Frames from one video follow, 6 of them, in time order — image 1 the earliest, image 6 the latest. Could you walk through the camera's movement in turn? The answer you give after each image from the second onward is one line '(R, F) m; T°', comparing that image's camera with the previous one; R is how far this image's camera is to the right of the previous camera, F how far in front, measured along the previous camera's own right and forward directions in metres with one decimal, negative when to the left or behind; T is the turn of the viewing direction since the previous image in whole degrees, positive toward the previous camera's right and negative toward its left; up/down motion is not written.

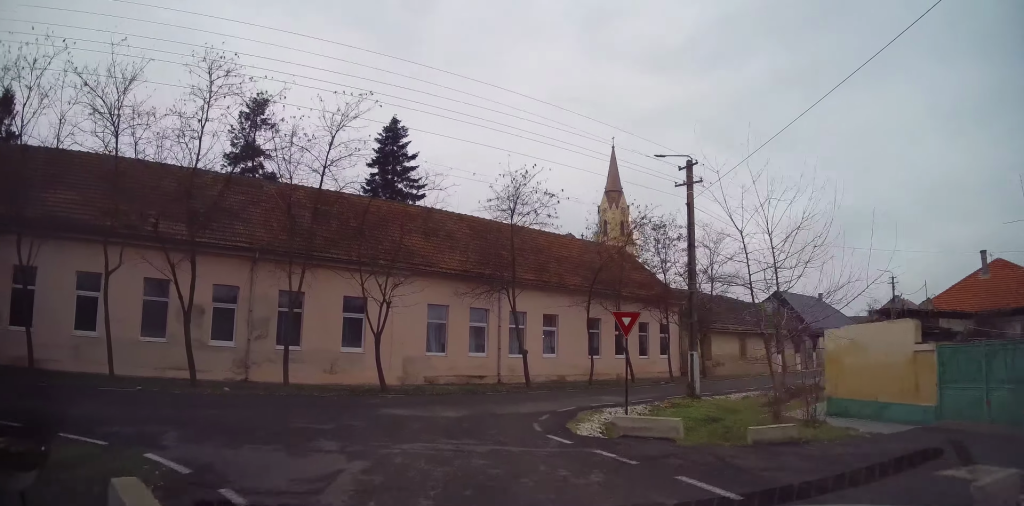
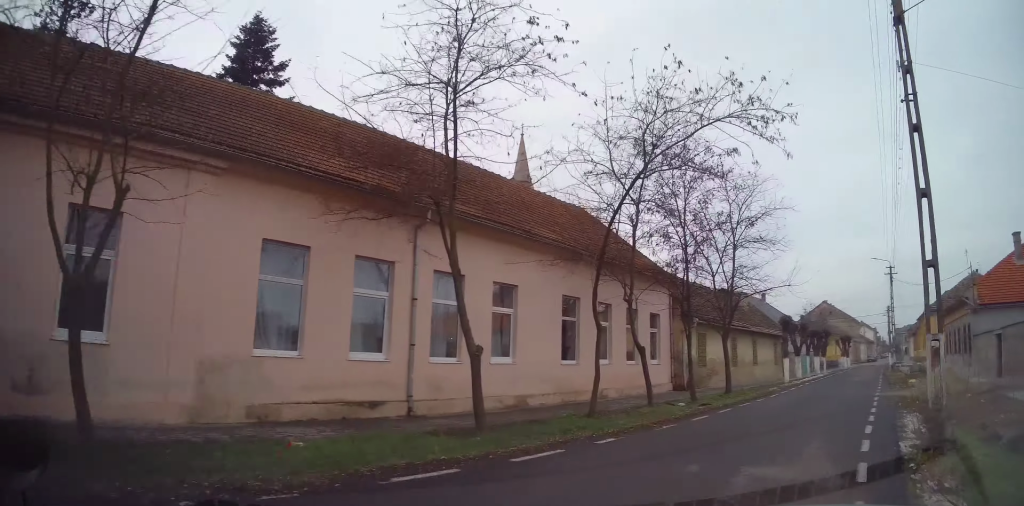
(-0.3, +14.6) m; +11°
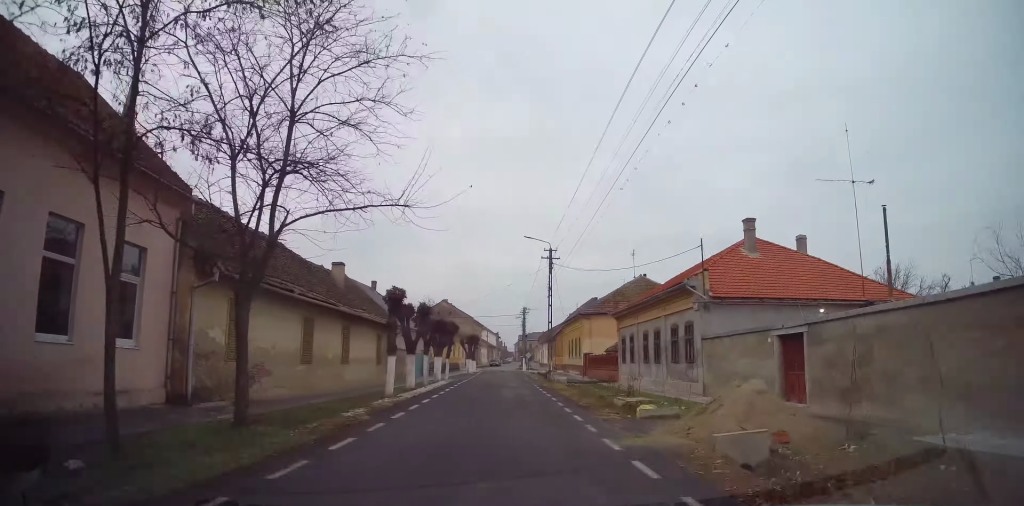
(+4.0, +9.6) m; +37°
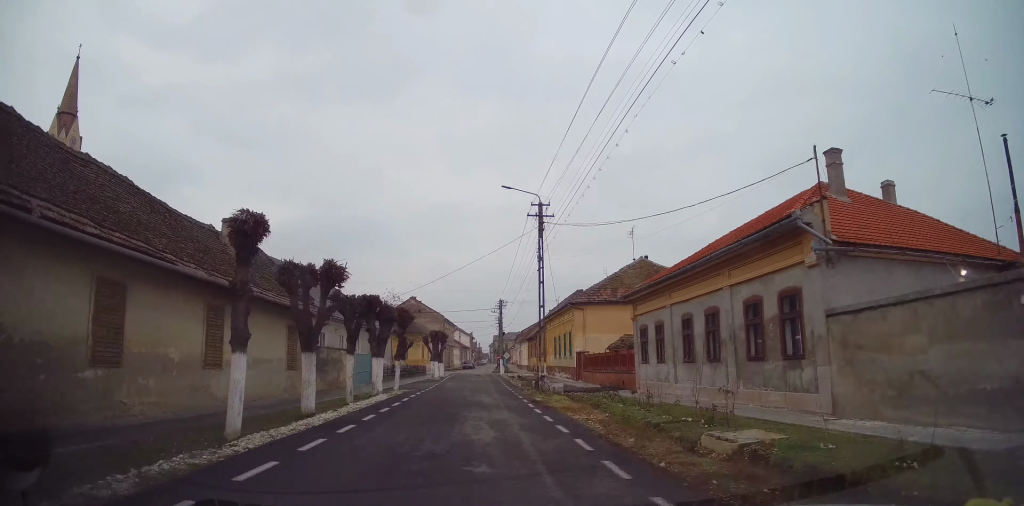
(+0.6, +8.4) m; +4°
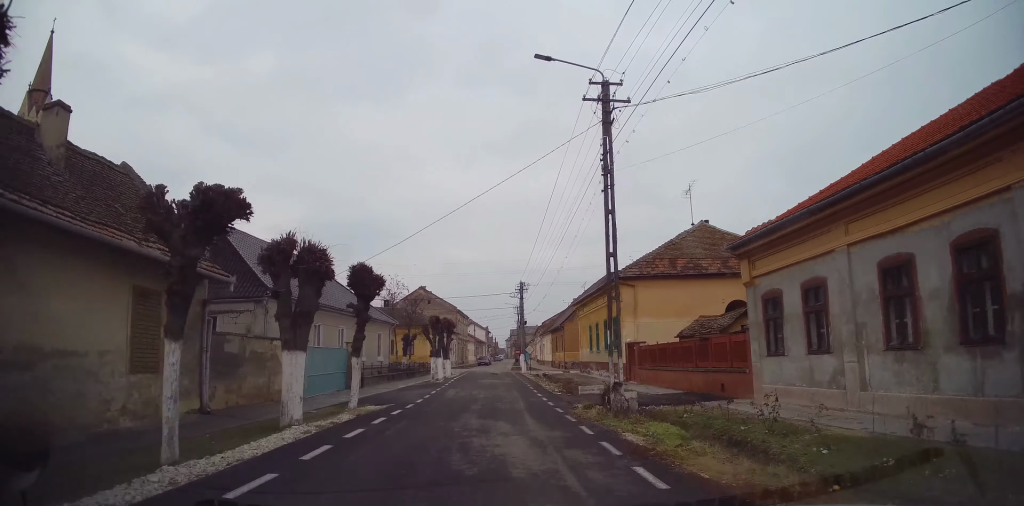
(-0.1, +9.4) m; -2°
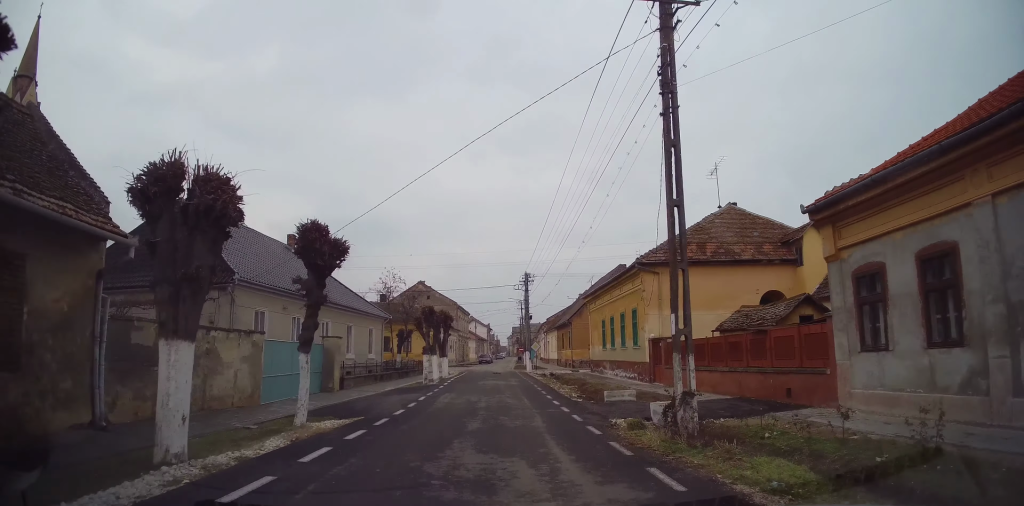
(-0.2, +4.2) m; -1°
